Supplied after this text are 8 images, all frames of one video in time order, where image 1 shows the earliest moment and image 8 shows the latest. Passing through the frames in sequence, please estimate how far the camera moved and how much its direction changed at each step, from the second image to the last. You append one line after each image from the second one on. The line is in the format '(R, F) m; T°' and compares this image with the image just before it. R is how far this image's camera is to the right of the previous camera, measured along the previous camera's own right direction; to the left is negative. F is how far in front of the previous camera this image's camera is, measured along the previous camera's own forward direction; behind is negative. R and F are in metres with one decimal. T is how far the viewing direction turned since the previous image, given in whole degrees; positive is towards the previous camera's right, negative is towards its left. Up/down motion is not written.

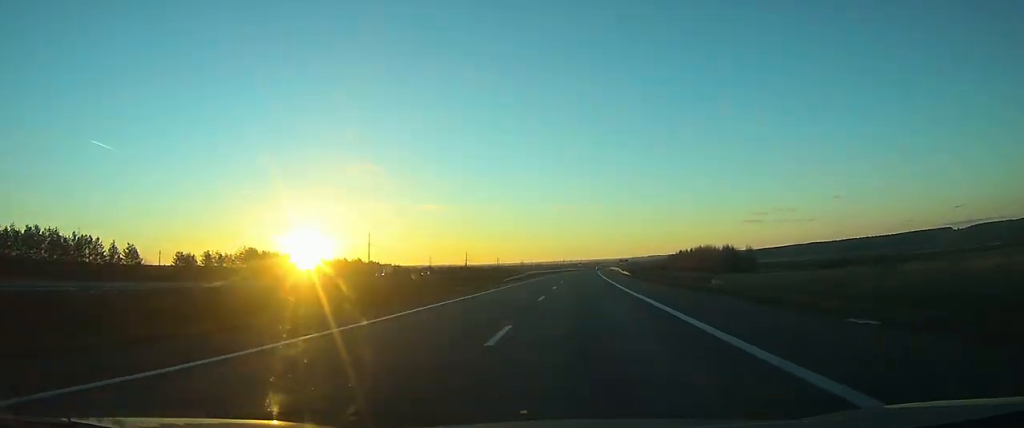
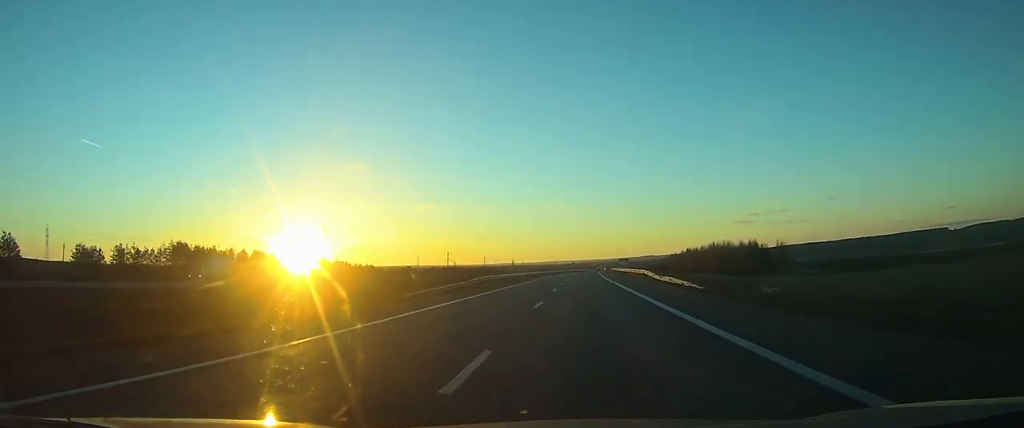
(+0.2, +39.7) m; +1°
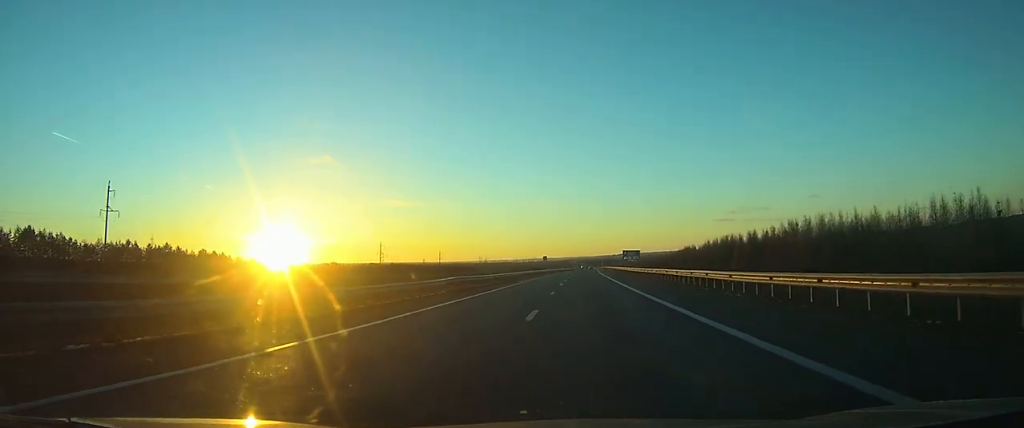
(+2.0, +95.5) m; +3°
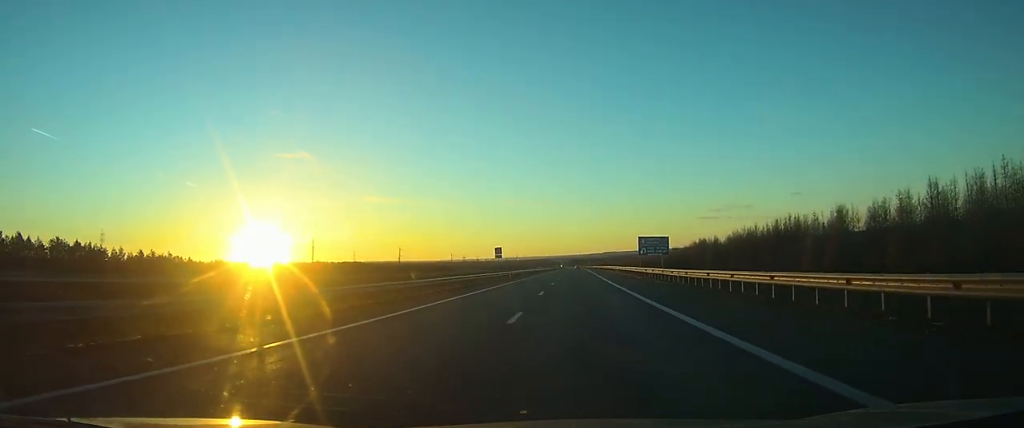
(+0.7, +56.1) m; +1°
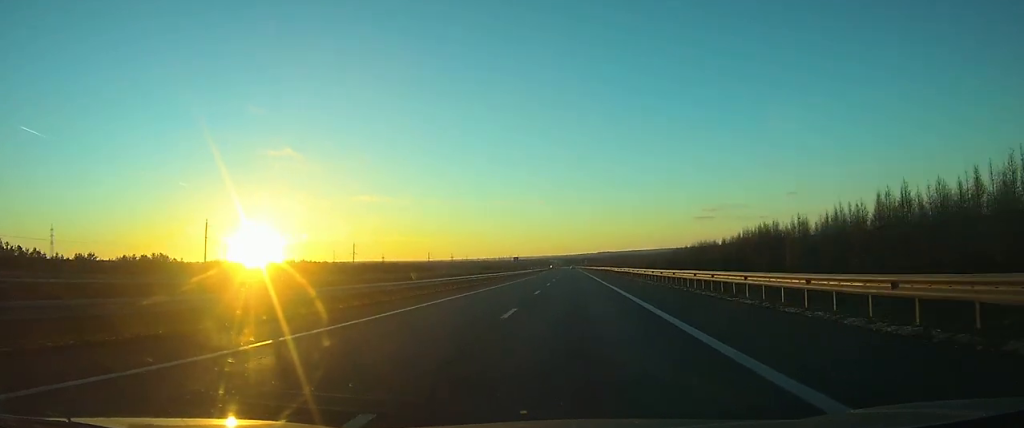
(+0.6, +72.5) m; +1°
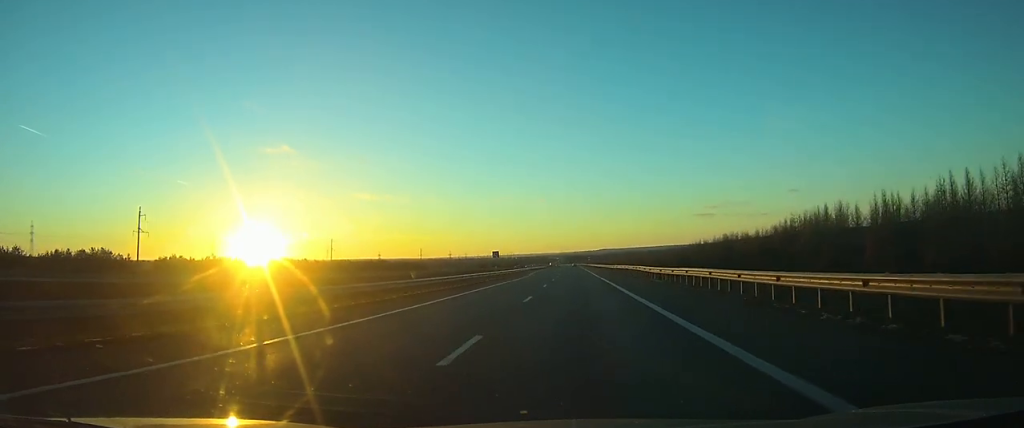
(+0.1, +33.3) m; 0°
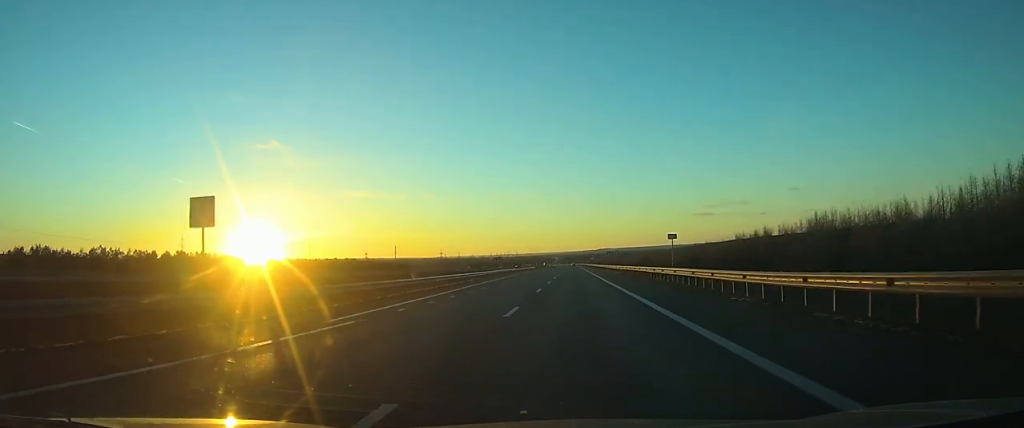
(0.0, +68.9) m; 0°
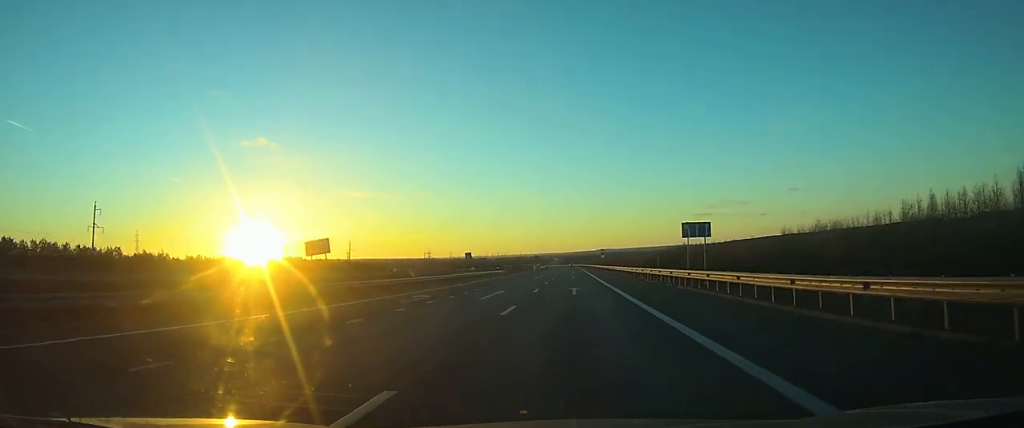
(+0.1, +82.4) m; 0°
